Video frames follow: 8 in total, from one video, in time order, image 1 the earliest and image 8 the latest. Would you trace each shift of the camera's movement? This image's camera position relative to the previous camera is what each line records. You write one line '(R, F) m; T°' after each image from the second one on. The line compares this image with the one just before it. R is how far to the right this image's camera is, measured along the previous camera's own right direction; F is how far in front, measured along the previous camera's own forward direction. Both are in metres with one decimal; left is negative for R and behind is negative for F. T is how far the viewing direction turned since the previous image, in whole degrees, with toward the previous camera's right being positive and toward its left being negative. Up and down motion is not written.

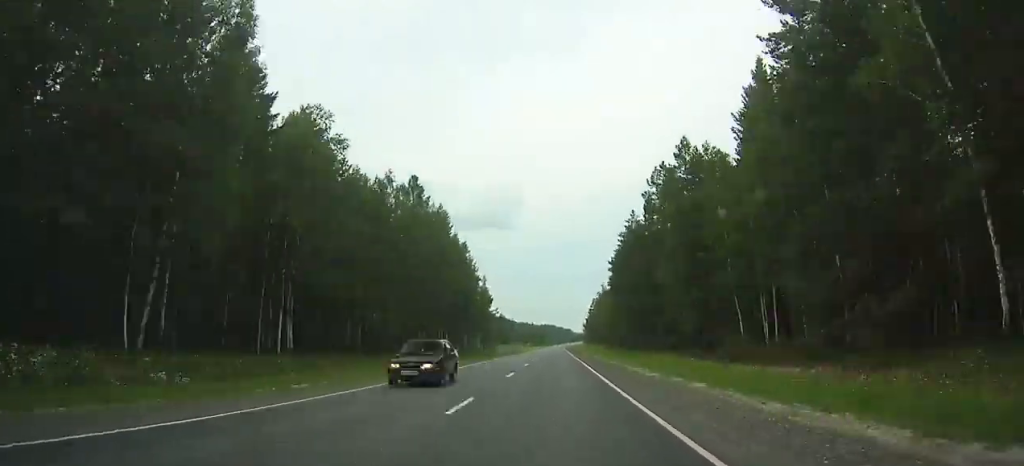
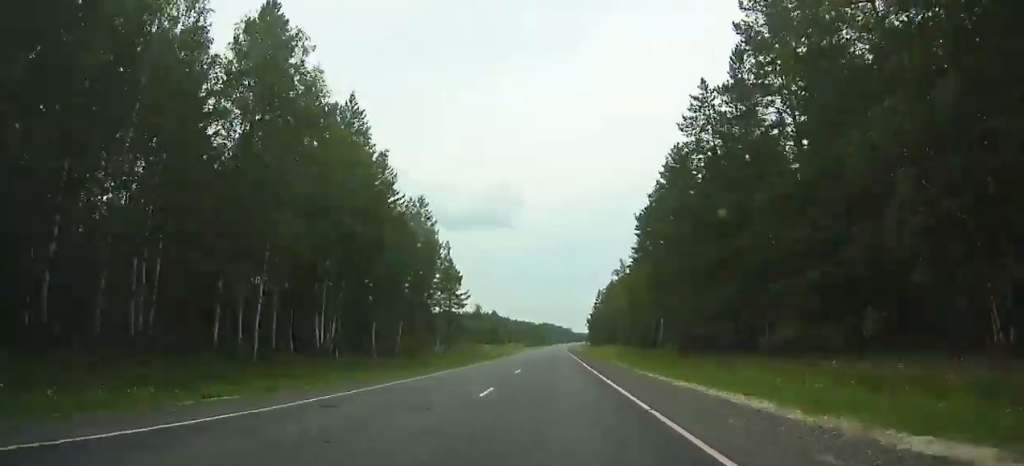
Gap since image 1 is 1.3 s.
(-1.0, +45.8) m; +1°
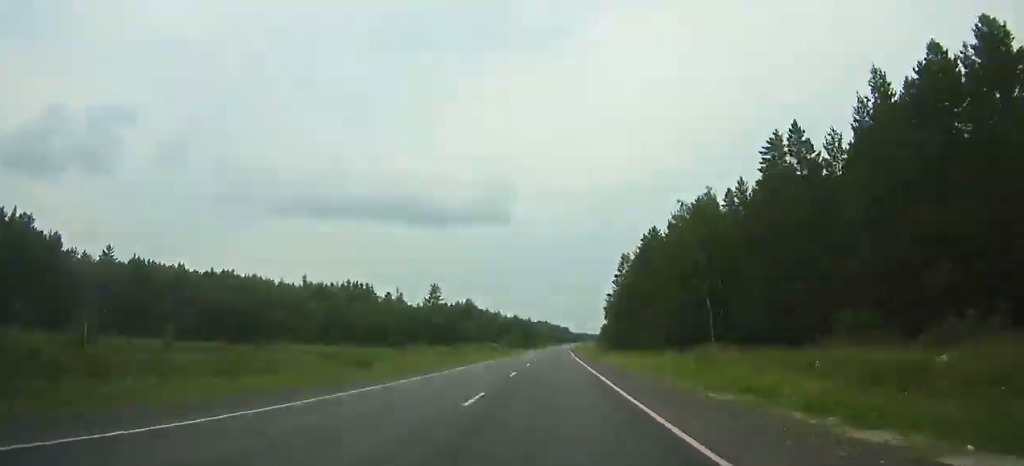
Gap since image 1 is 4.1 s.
(0.0, +97.3) m; +2°
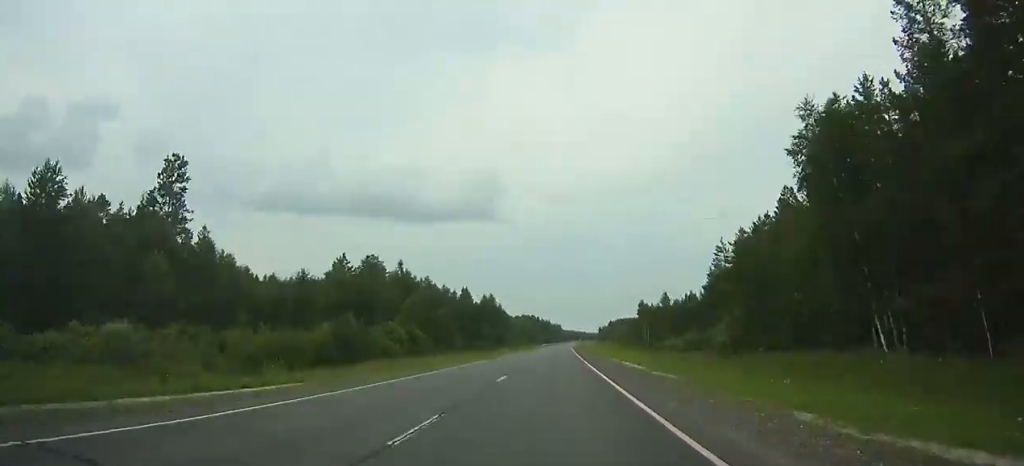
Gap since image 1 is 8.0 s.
(+4.5, +132.4) m; +2°
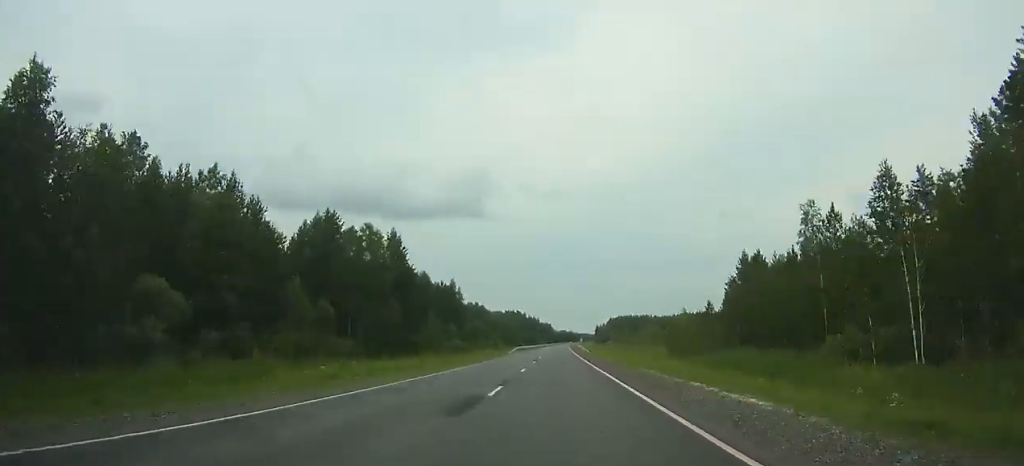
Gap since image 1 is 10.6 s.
(-0.4, +90.7) m; 0°
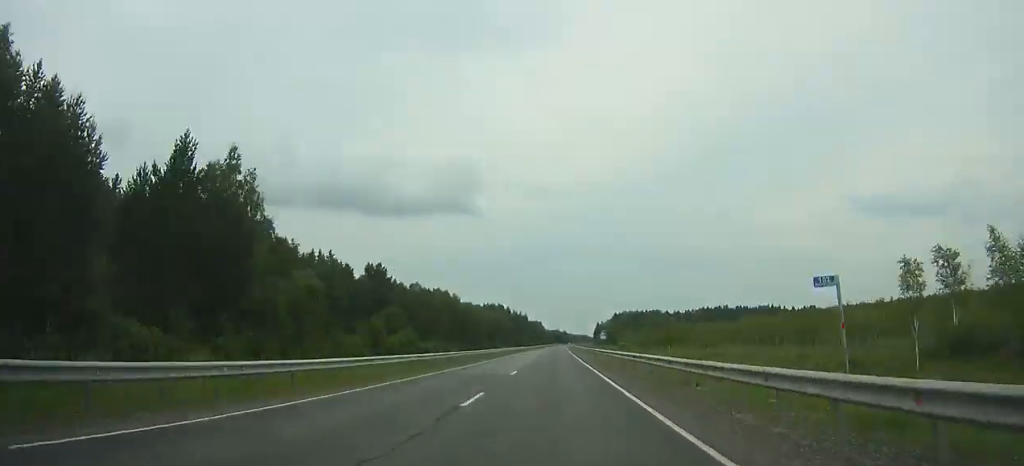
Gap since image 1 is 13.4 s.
(+0.5, +100.2) m; +1°
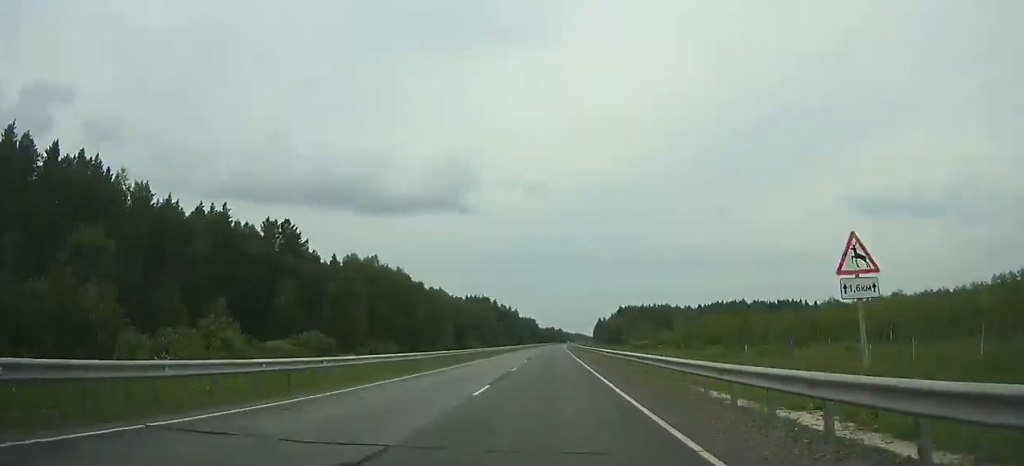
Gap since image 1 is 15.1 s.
(+0.2, +60.7) m; 0°
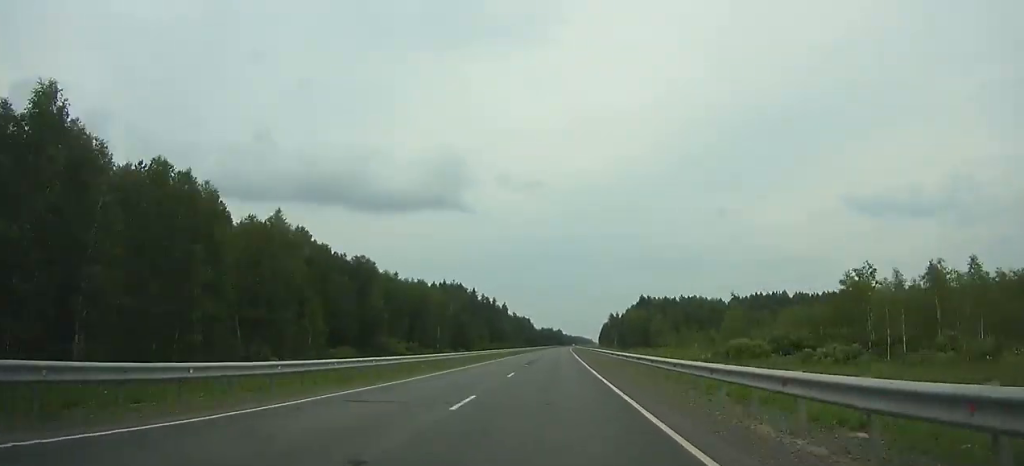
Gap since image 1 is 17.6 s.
(+0.1, +87.4) m; 0°
